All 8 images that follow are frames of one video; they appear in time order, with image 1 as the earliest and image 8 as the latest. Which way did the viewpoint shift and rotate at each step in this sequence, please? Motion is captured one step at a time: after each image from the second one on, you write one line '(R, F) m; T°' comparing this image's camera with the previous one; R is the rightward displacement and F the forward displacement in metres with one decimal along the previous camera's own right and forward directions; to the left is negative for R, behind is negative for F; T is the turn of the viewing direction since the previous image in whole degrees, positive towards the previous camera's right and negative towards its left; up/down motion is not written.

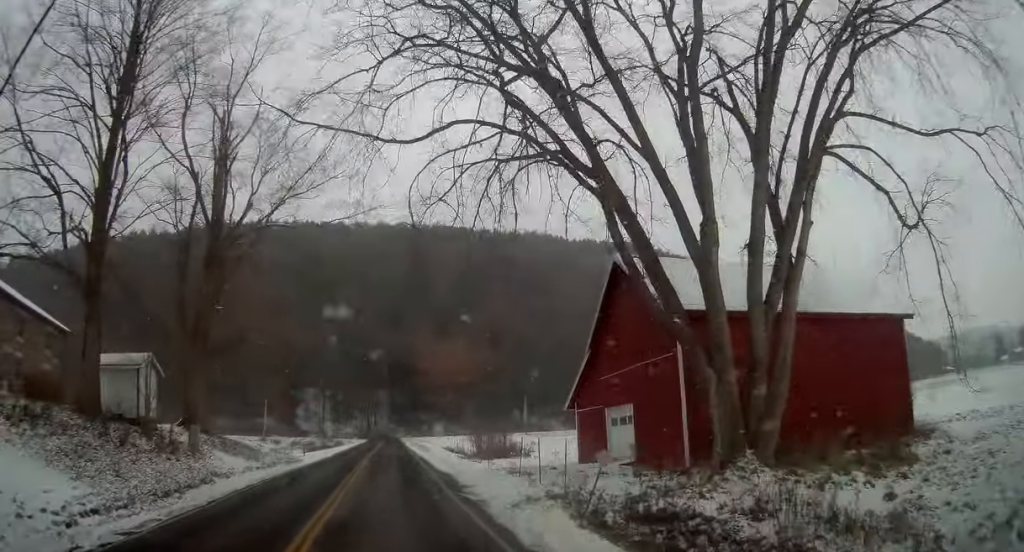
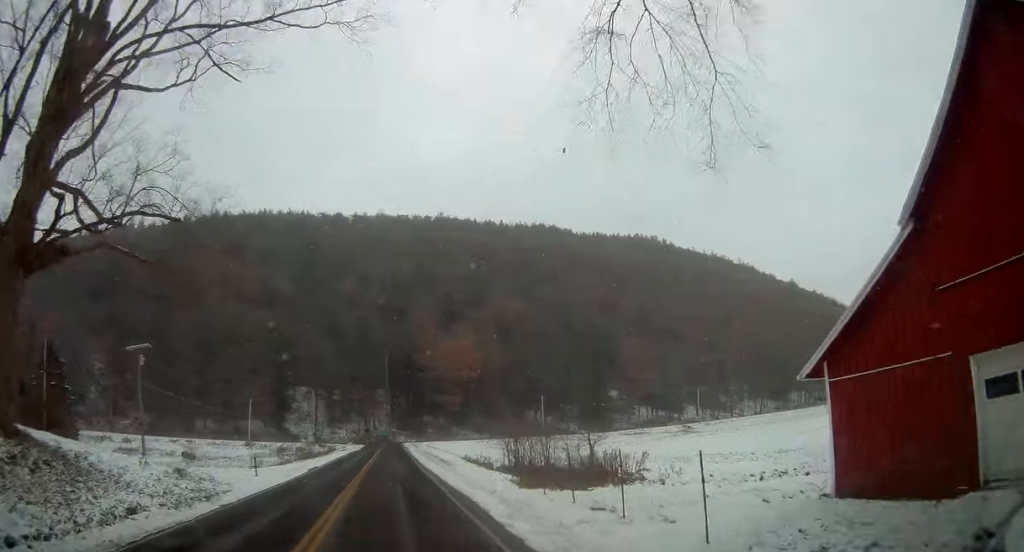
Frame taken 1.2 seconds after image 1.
(+0.2, +17.8) m; +1°
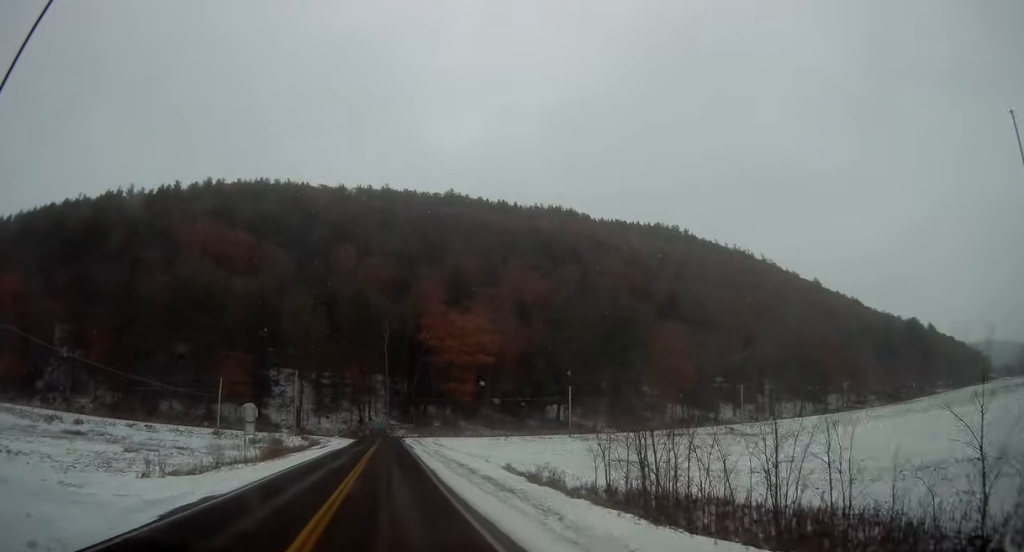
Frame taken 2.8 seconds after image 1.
(-0.1, +22.8) m; -2°
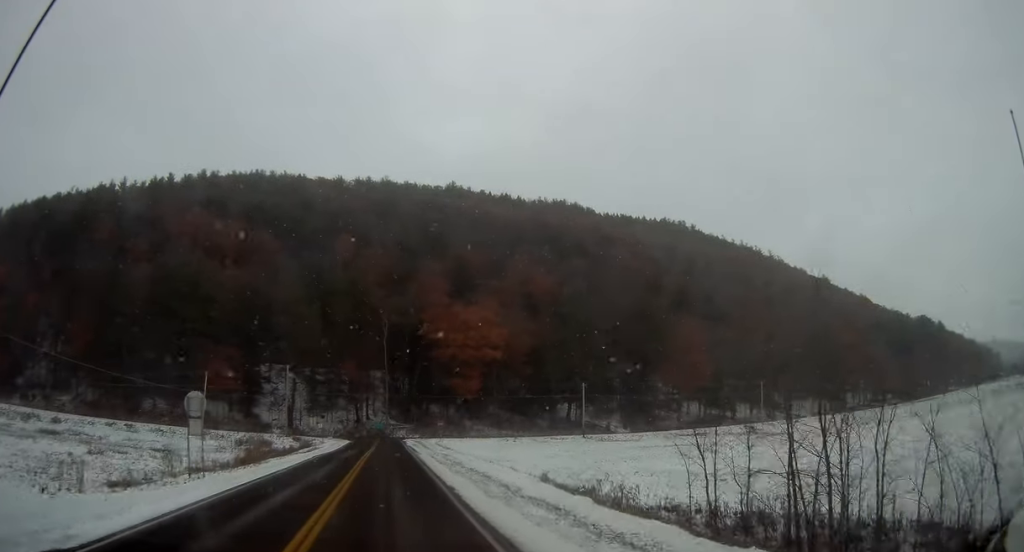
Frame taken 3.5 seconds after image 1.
(-0.2, +8.8) m; -1°
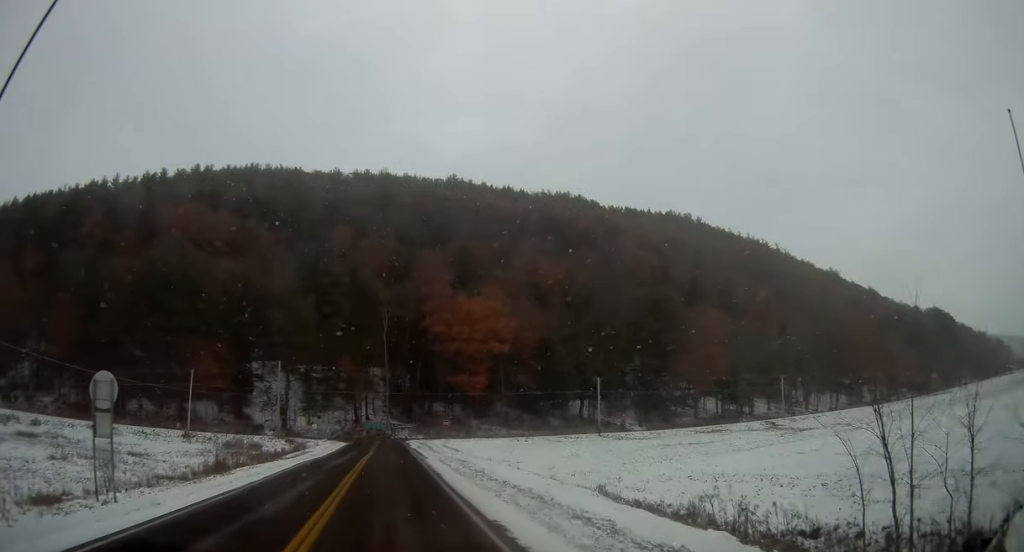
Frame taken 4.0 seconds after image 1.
(0.0, +7.8) m; 0°
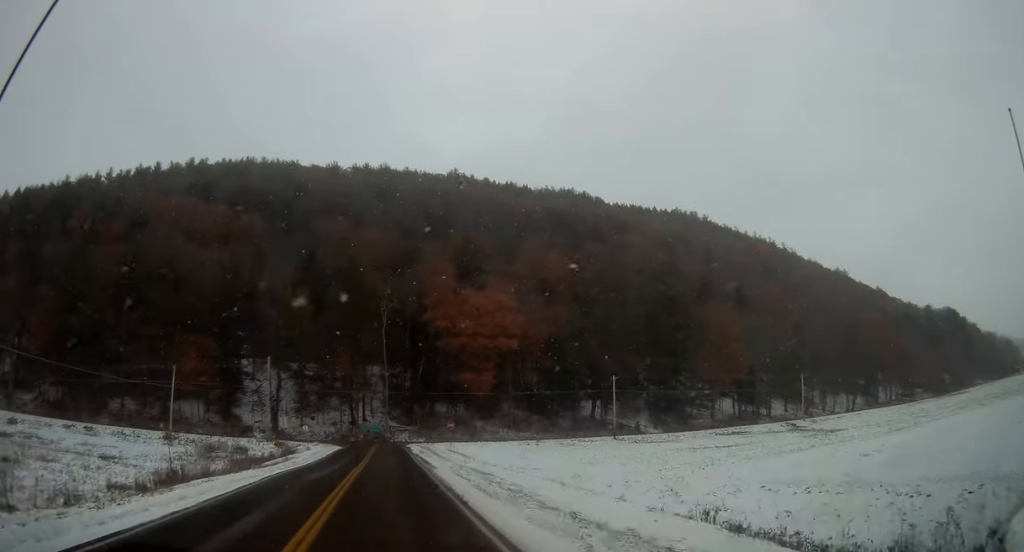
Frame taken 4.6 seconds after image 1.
(-0.1, +7.8) m; +1°
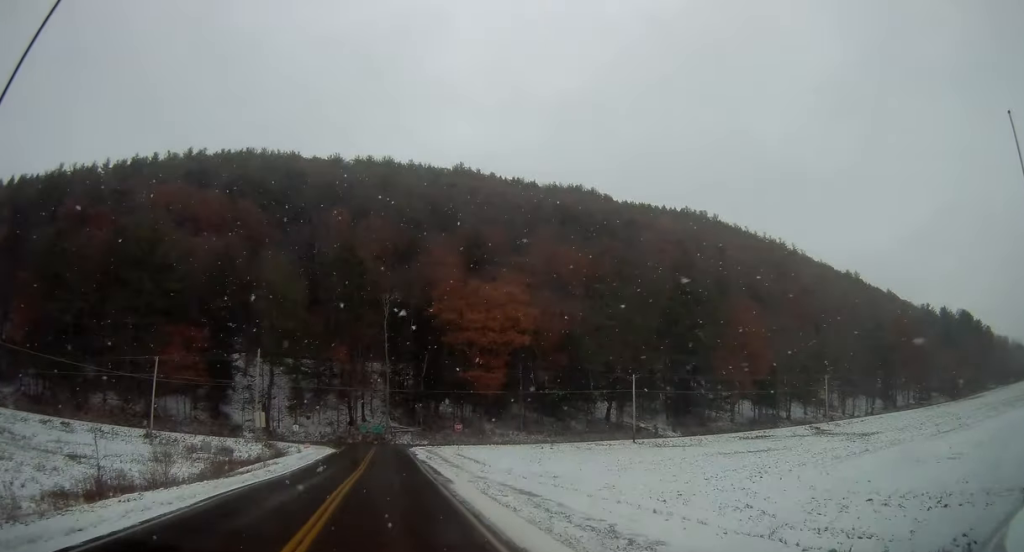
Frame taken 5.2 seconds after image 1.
(+0.2, +7.6) m; +1°
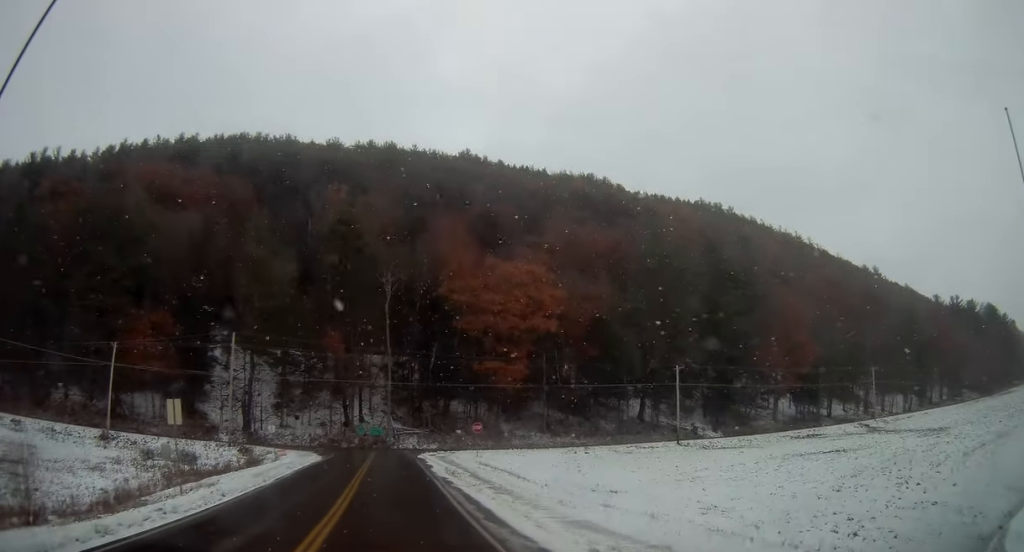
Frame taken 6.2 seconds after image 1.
(+0.2, +13.9) m; +1°
